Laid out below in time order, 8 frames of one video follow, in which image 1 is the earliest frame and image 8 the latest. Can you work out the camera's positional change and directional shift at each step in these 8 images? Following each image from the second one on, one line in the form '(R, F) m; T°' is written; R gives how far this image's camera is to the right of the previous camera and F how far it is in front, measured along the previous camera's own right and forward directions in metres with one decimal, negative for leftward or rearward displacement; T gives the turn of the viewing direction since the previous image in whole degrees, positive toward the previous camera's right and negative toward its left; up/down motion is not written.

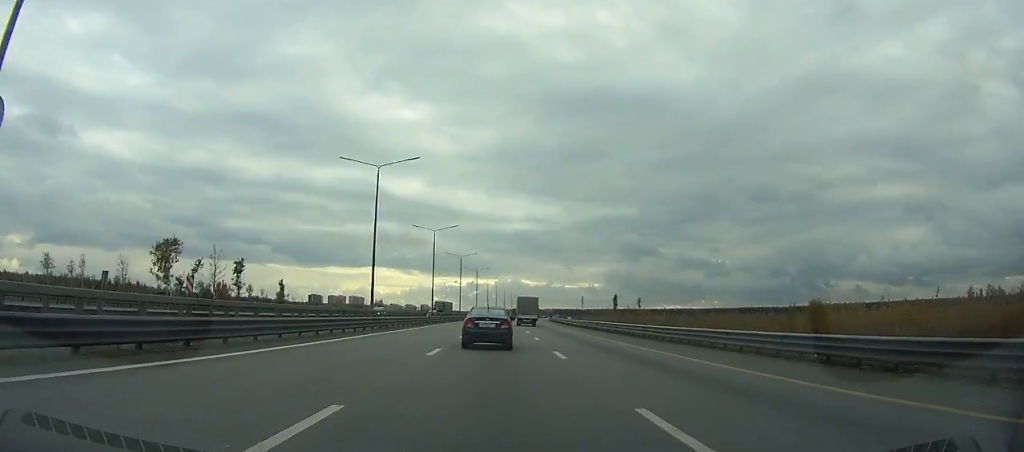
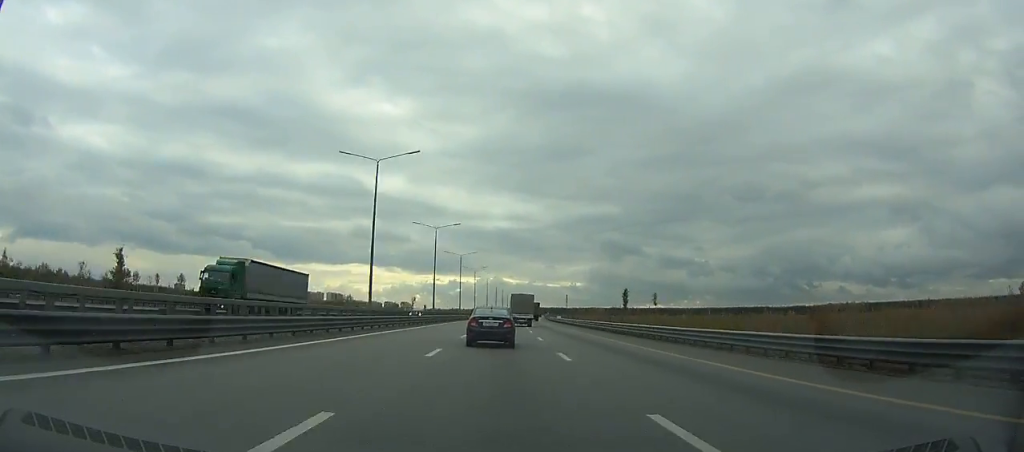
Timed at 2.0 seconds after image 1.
(+0.6, +59.9) m; +2°
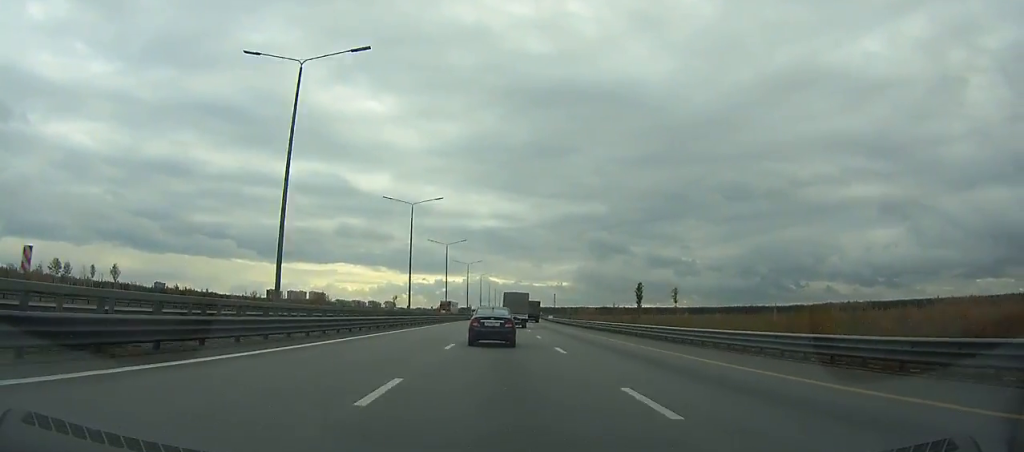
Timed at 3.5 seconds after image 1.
(+1.0, +45.3) m; +1°
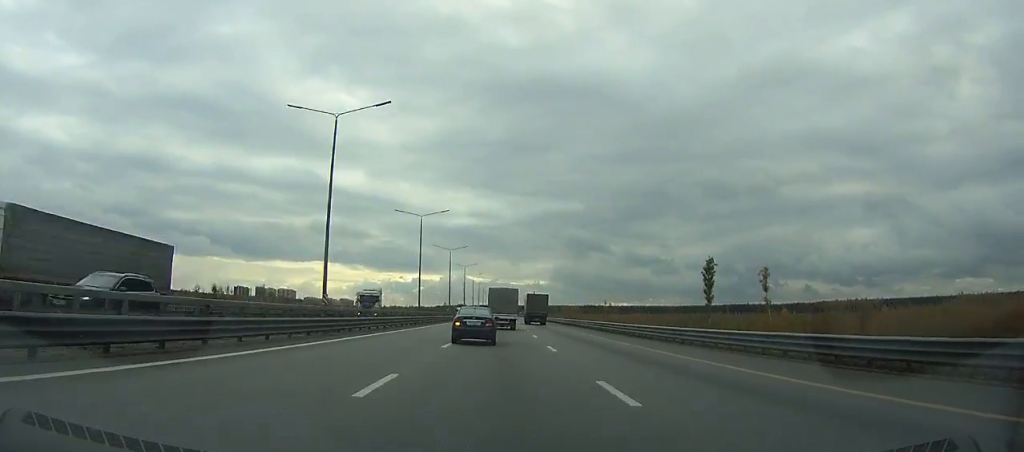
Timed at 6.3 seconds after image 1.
(+1.9, +84.8) m; +2°
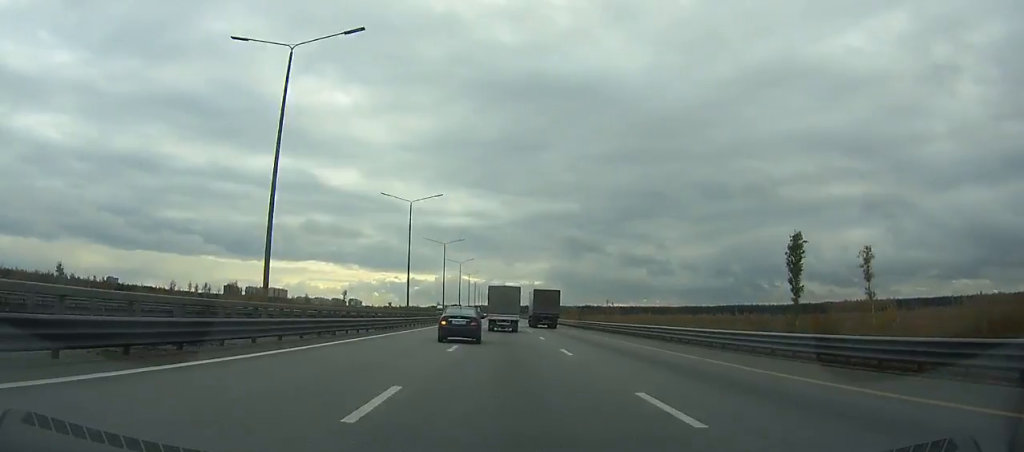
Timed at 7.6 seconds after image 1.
(+0.5, +39.6) m; +1°
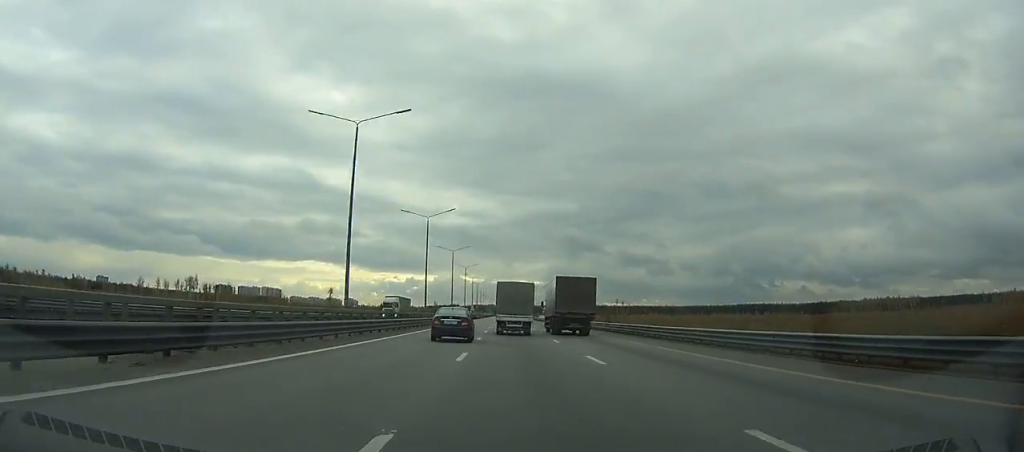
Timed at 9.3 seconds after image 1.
(+0.1, +52.0) m; 0°
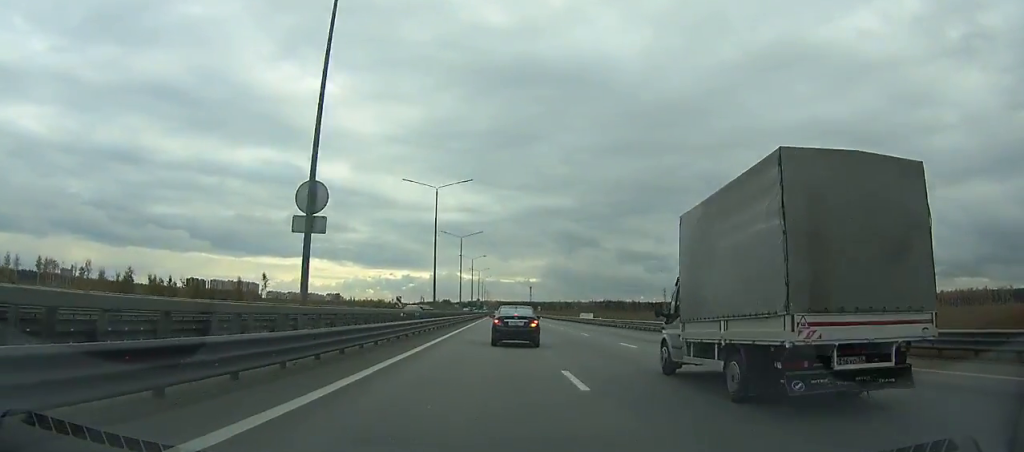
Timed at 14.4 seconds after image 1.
(0.0, +155.9) m; +1°
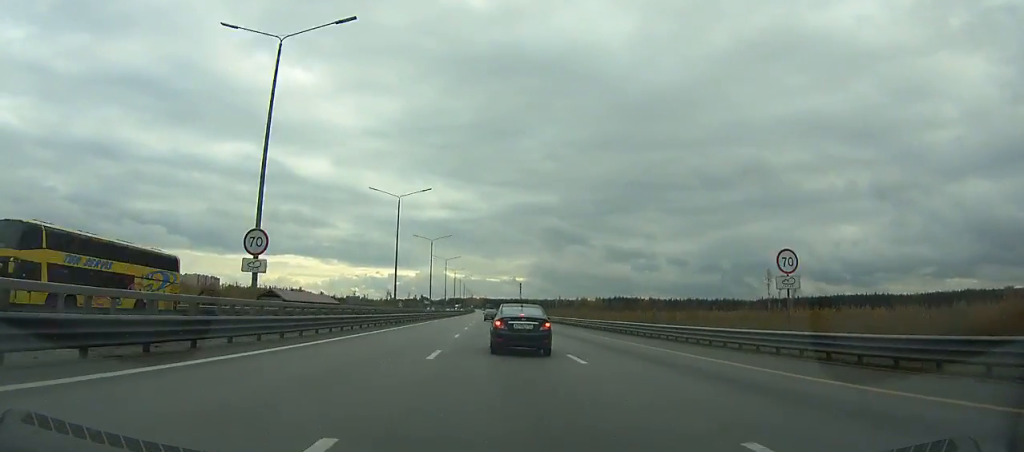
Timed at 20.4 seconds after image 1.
(+3.3, +172.0) m; +1°
